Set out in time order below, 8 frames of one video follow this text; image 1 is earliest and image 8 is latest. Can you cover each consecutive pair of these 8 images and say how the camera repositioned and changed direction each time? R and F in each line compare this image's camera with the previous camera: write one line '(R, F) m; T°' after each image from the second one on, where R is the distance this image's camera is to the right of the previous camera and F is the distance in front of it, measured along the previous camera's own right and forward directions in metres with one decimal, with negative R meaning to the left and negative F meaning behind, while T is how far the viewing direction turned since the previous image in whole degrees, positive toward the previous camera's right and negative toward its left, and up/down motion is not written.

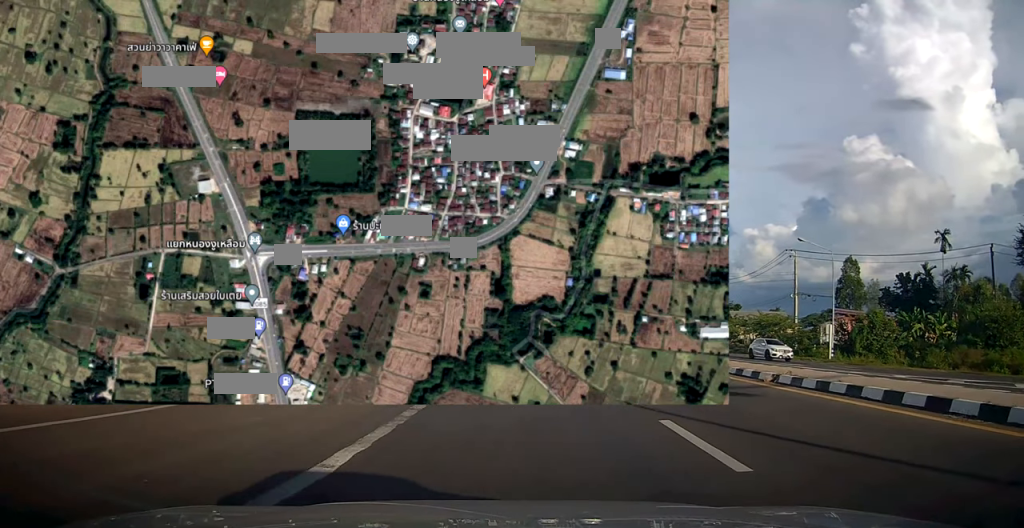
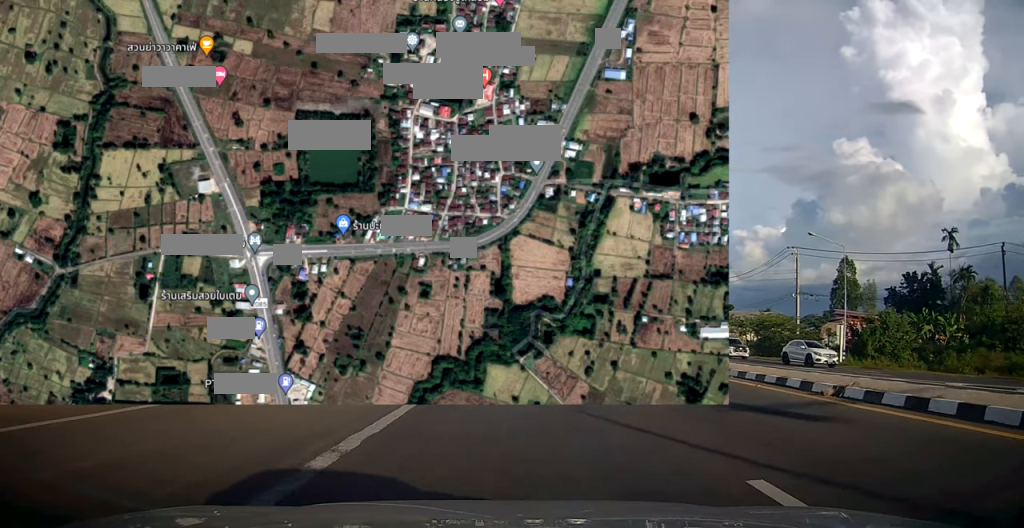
(0.0, +3.7) m; 0°
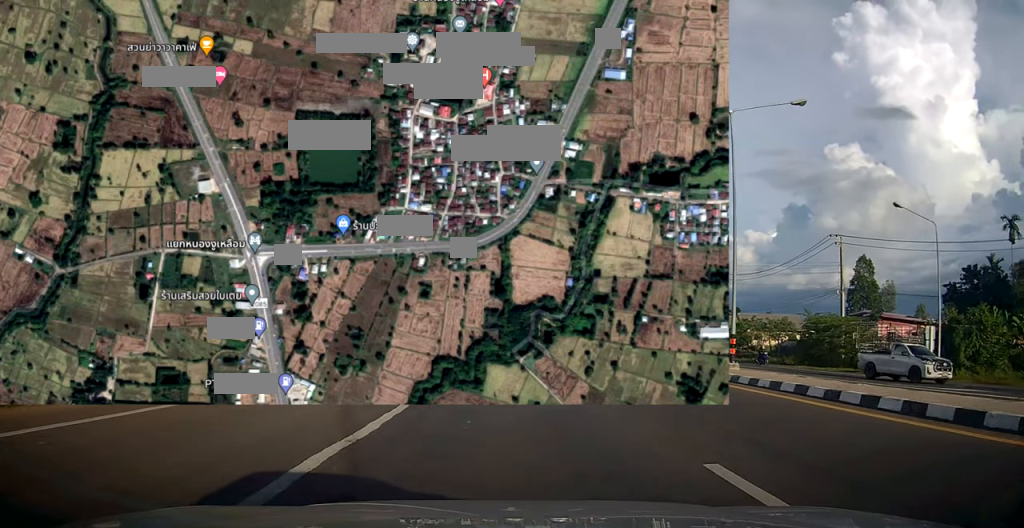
(+0.1, +11.8) m; 0°
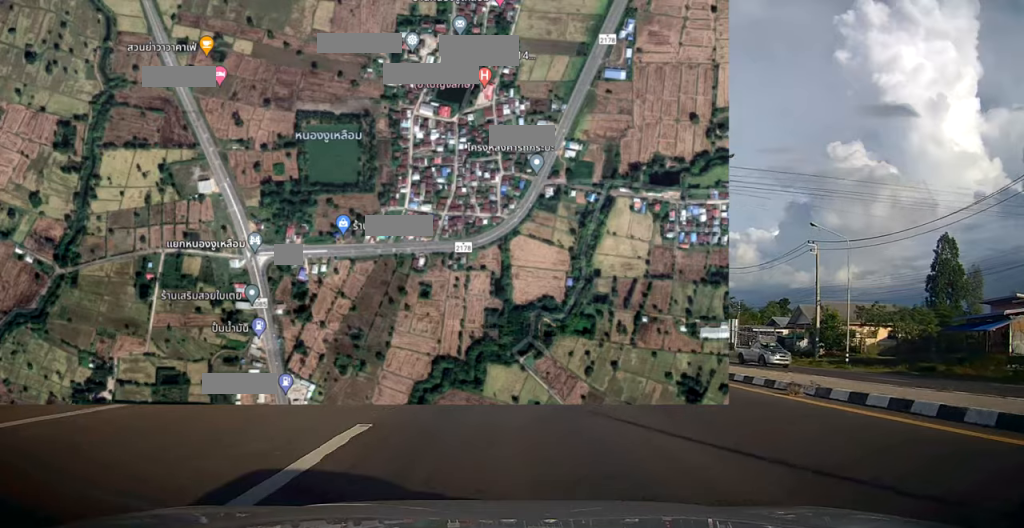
(+0.3, +27.7) m; +1°
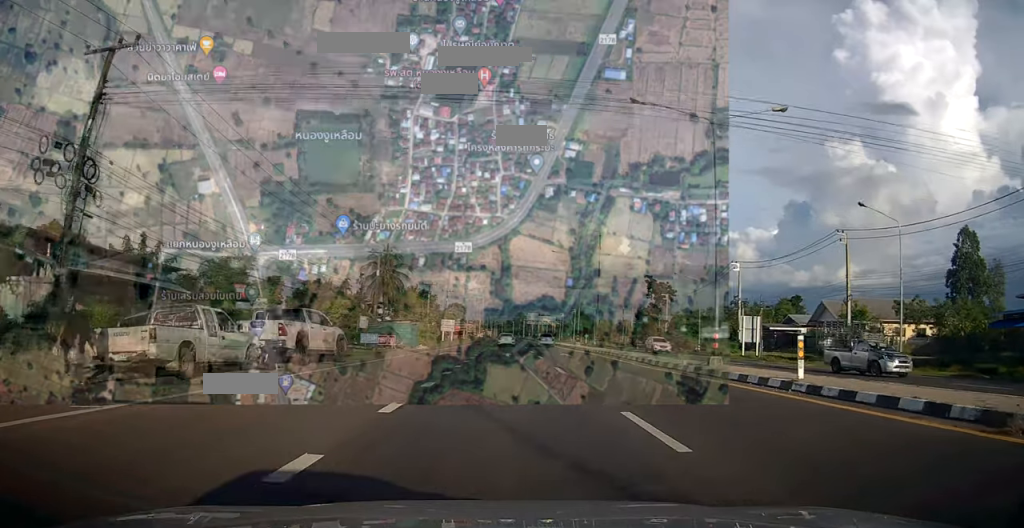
(0.0, +6.1) m; 0°
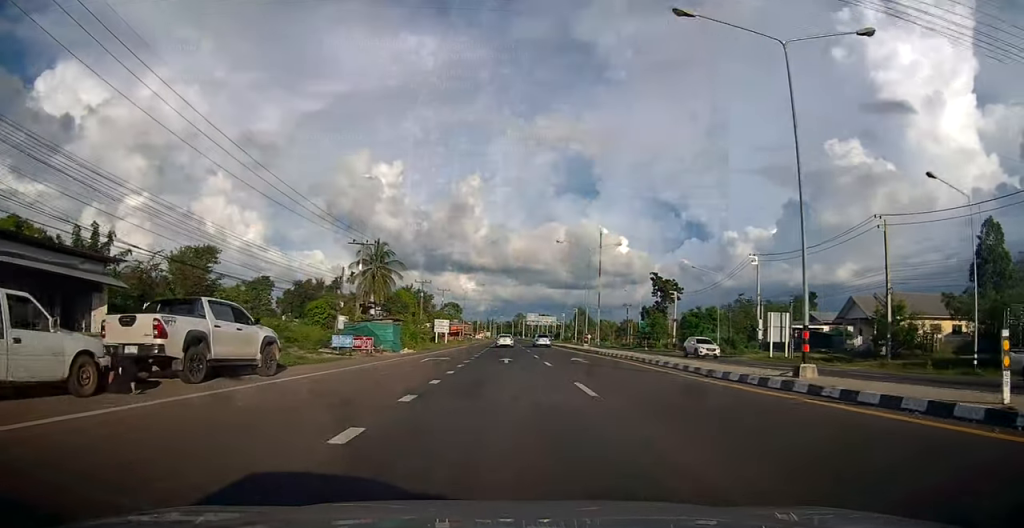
(0.0, +6.3) m; -1°
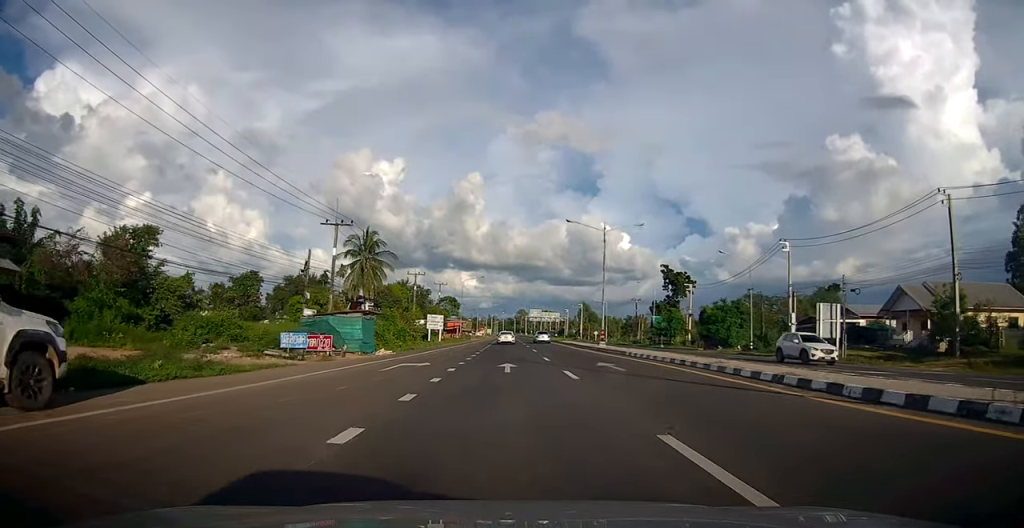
(-0.1, +8.2) m; 0°
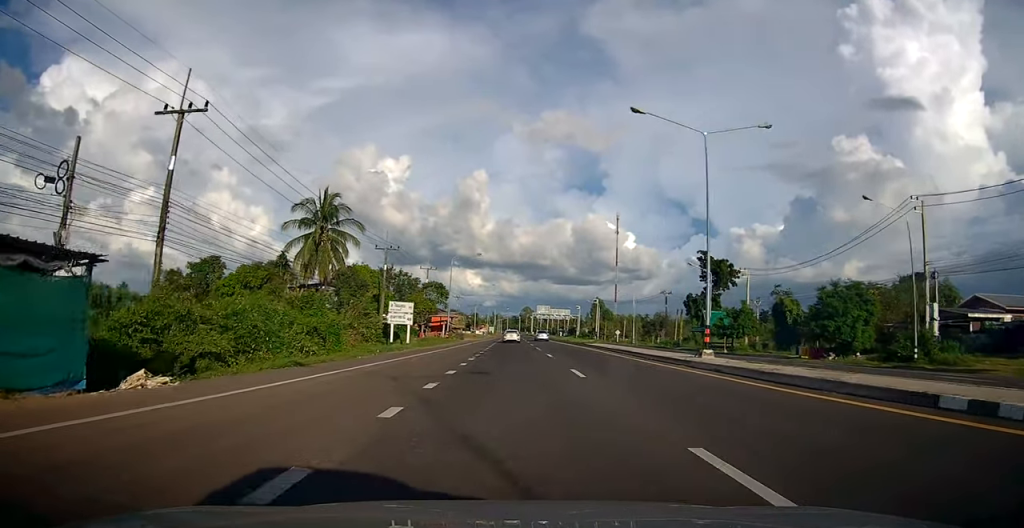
(-0.1, +22.5) m; 0°
